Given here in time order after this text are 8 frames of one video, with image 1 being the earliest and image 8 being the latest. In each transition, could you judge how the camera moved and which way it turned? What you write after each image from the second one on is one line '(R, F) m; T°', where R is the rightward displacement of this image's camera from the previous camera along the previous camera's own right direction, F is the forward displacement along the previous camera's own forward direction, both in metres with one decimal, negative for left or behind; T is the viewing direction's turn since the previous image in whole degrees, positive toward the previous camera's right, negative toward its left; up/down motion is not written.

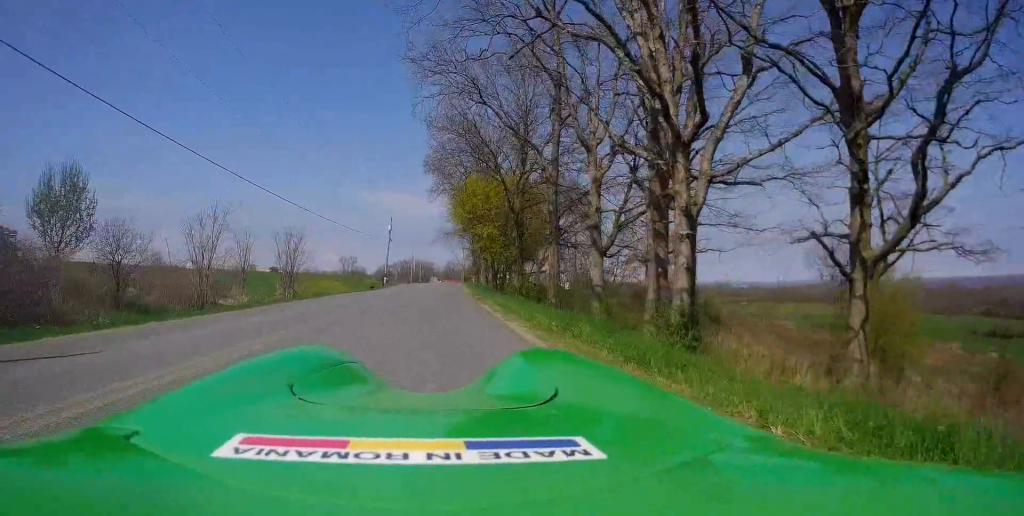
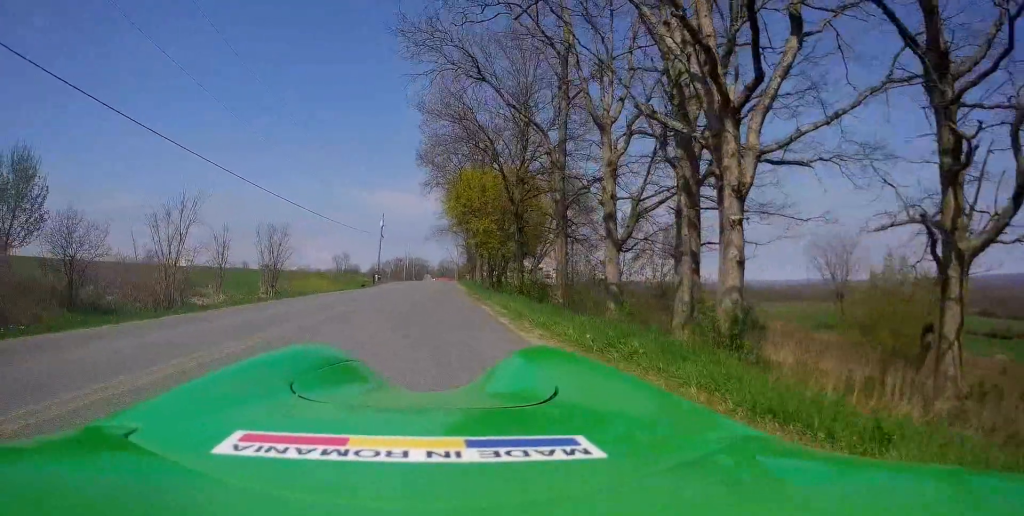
(-0.2, +2.3) m; +2°
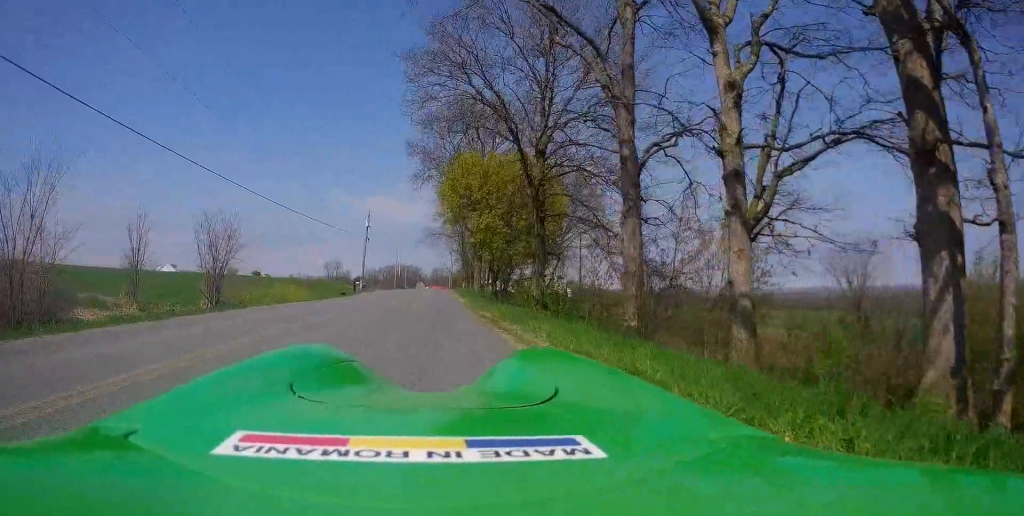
(+0.7, +7.7) m; 0°
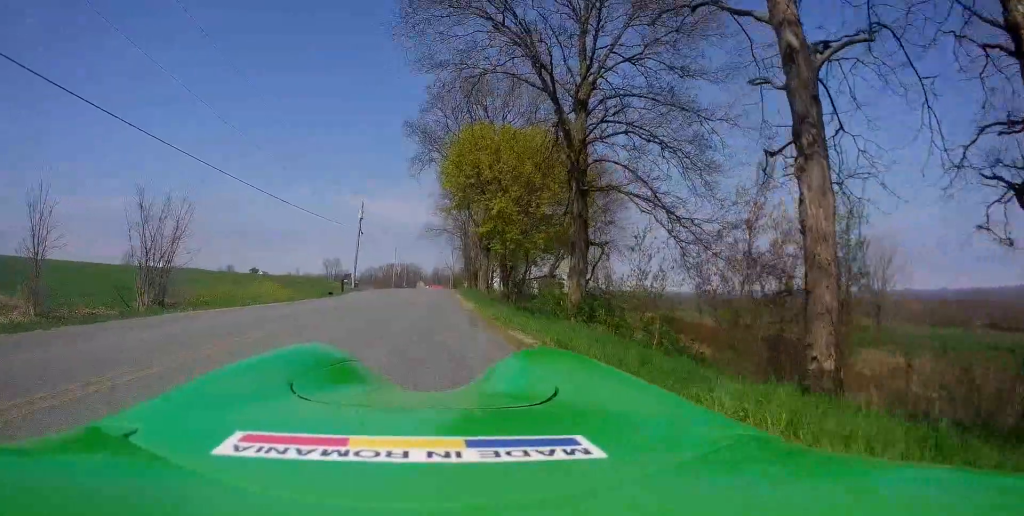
(-0.4, +6.1) m; -3°
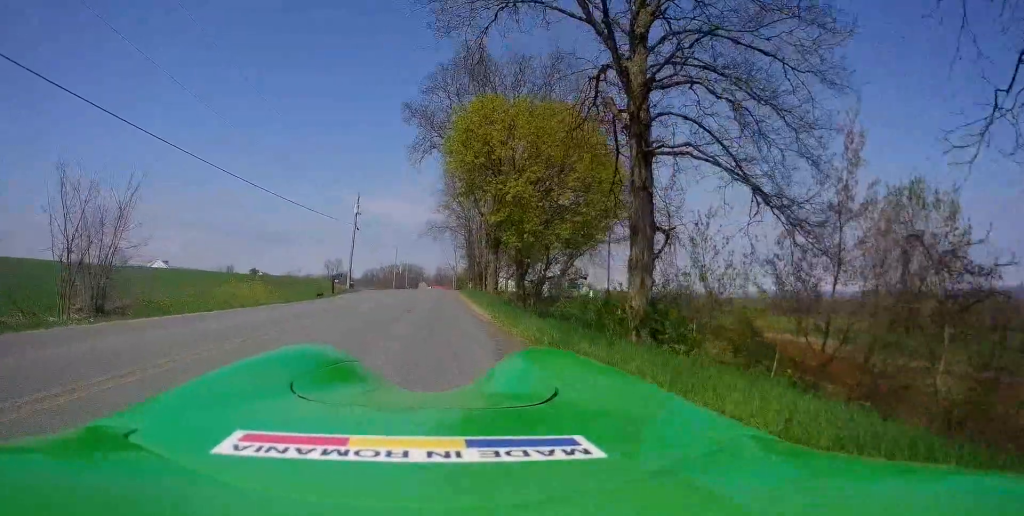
(0.0, +4.9) m; +2°
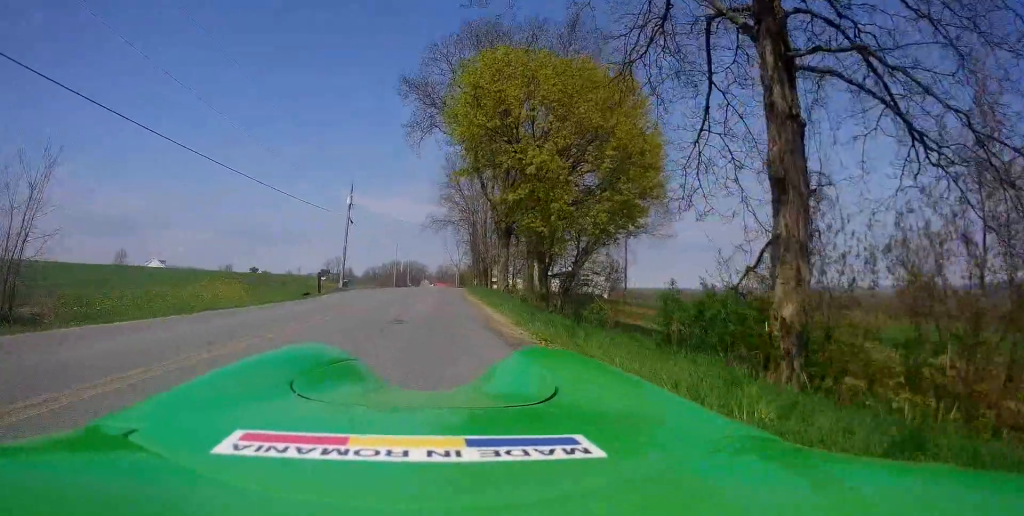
(+0.1, +5.2) m; +2°
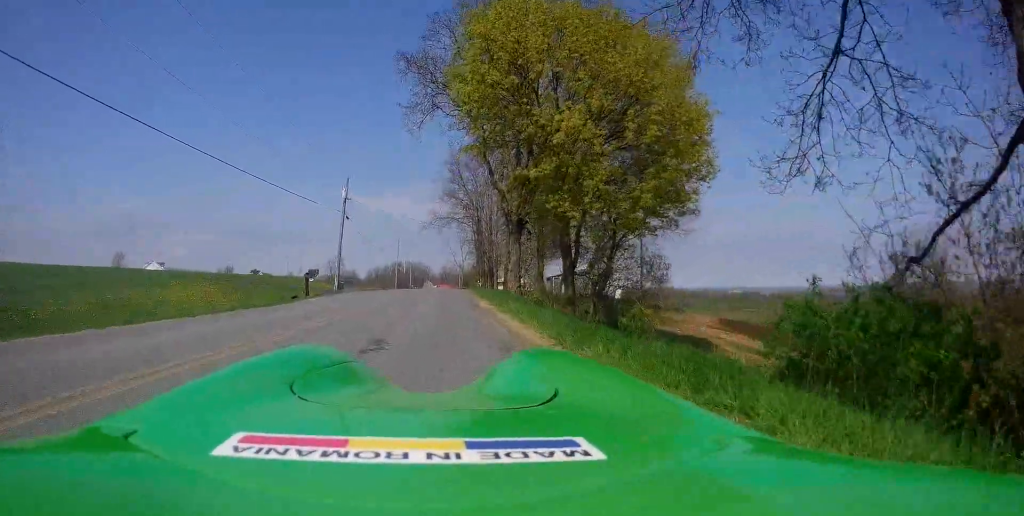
(0.0, +3.8) m; 0°
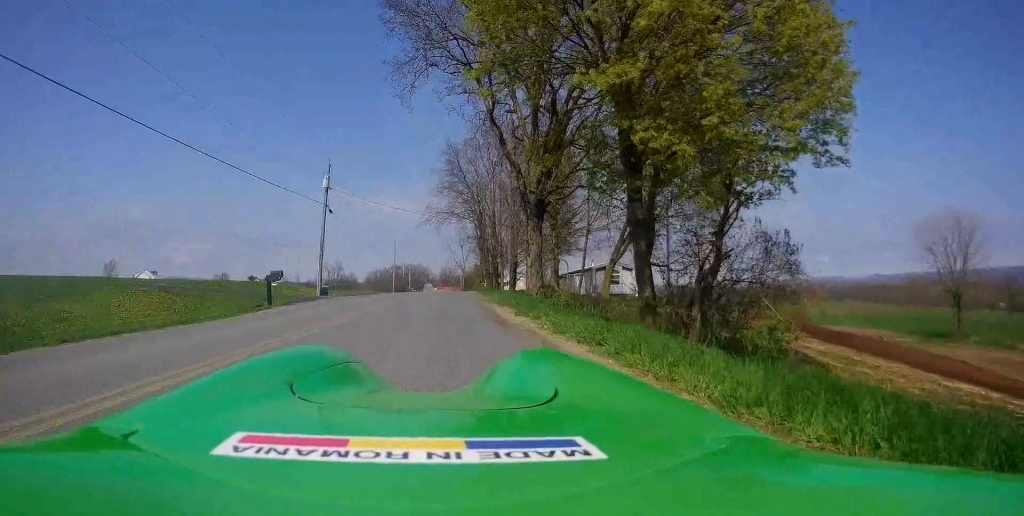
(-0.1, +6.5) m; -1°
